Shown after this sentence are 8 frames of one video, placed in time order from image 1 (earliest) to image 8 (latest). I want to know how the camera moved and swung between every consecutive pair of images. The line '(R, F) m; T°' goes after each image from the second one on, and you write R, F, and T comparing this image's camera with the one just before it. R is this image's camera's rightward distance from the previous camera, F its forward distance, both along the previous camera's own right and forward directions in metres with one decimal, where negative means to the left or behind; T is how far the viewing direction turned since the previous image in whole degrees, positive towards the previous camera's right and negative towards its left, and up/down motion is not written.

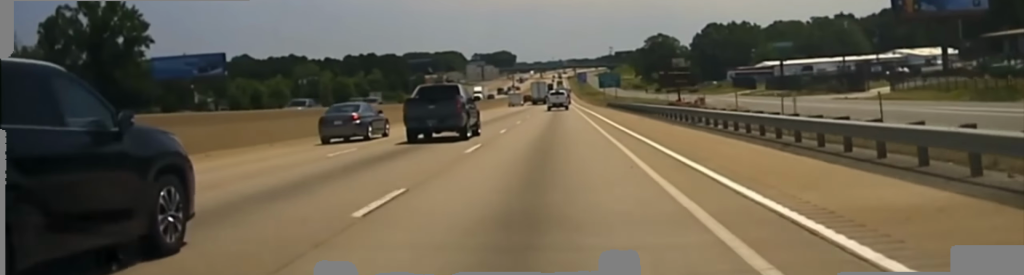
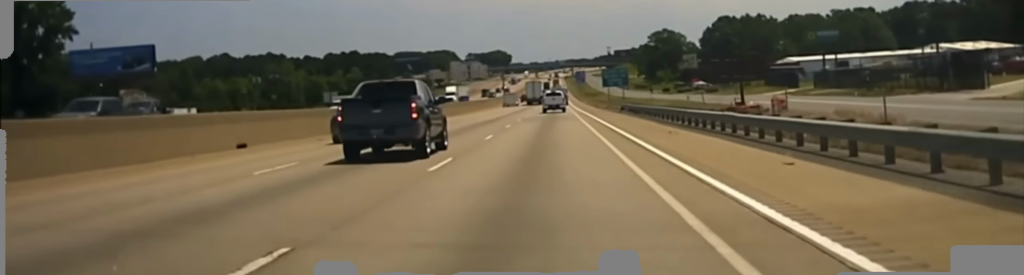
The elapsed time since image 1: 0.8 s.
(0.0, +30.7) m; 0°
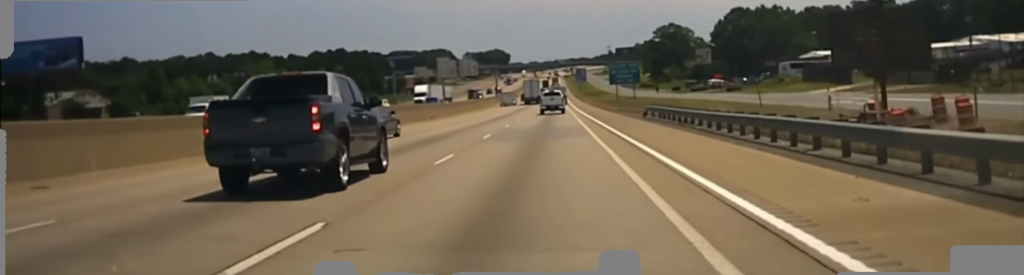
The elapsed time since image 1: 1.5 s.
(0.0, +23.4) m; 0°
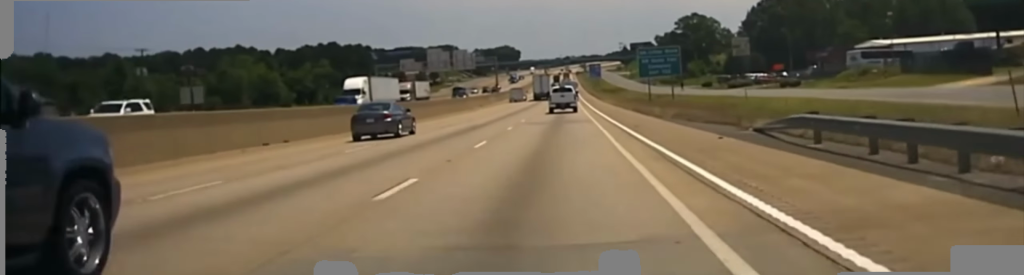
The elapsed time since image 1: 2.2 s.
(0.0, +25.3) m; -1°
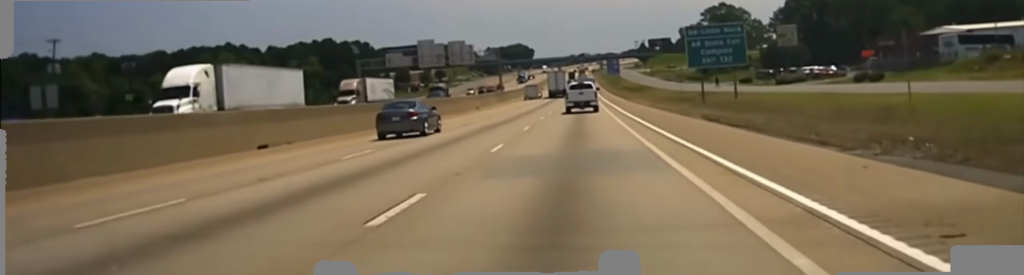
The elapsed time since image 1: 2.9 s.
(-0.1, +18.0) m; -1°
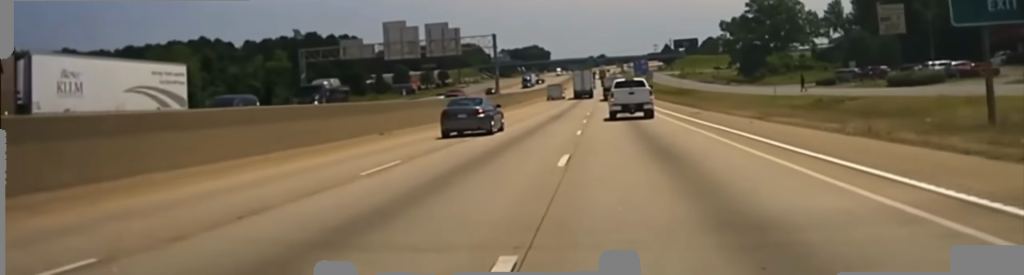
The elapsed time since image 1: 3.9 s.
(-0.6, +37.3) m; -2°
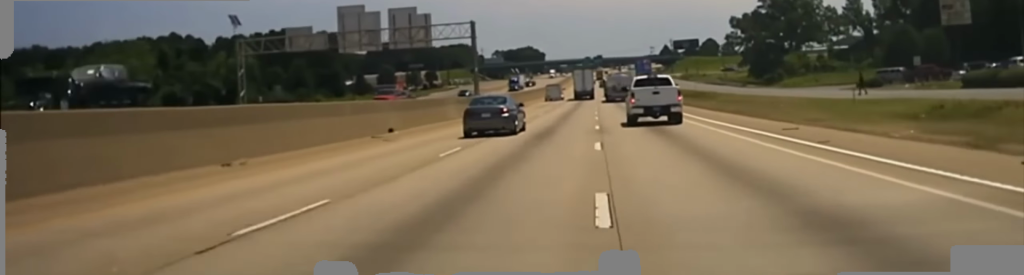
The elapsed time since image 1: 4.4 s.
(-0.2, +18.5) m; 0°
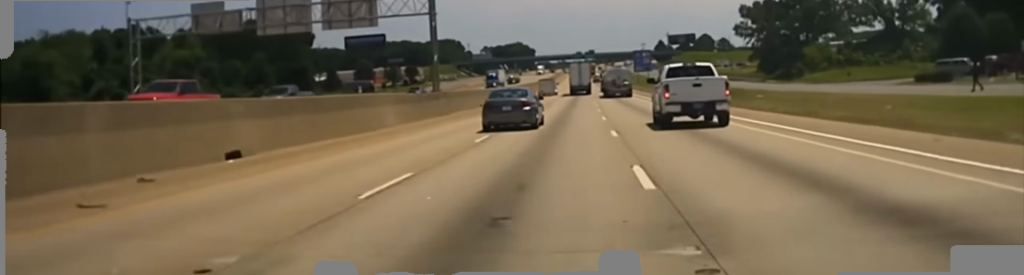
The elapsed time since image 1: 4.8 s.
(-0.2, +19.5) m; 0°
